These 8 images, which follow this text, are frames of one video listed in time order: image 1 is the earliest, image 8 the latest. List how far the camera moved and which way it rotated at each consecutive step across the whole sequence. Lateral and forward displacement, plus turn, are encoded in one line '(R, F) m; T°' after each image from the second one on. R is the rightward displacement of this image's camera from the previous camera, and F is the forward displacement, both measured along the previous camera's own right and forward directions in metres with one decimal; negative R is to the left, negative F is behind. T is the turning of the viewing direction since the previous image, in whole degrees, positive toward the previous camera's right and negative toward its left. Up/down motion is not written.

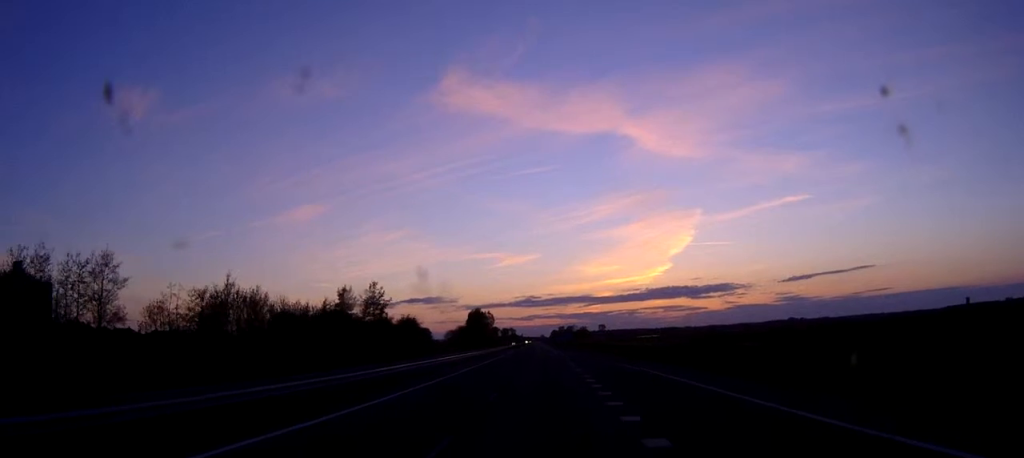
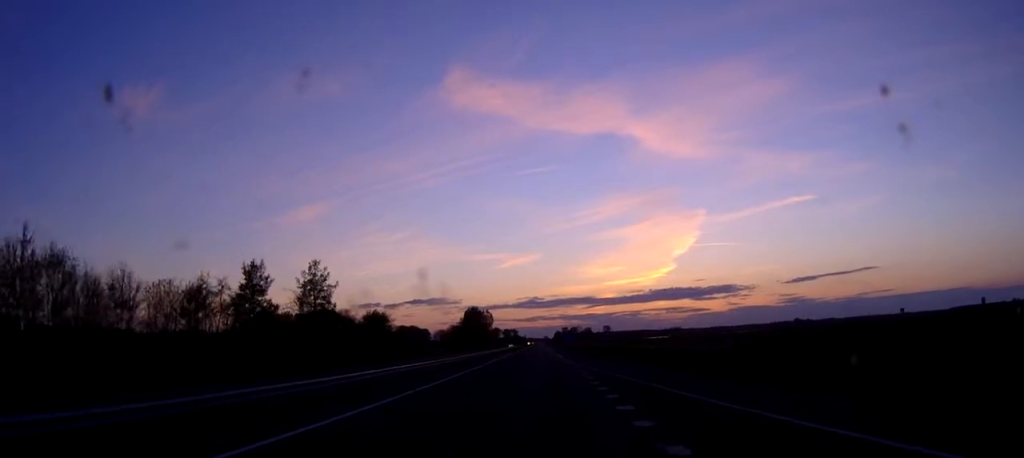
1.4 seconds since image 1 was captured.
(0.0, +35.6) m; 0°
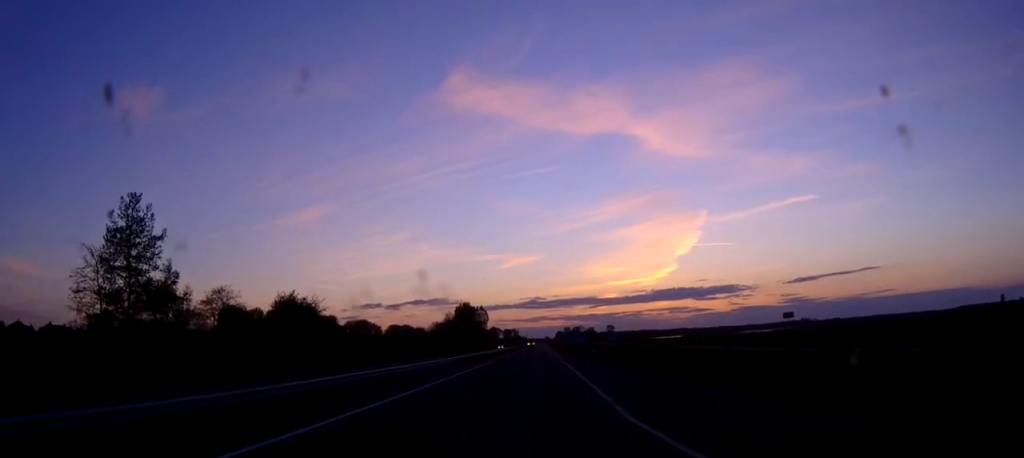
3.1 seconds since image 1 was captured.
(0.0, +46.3) m; 0°
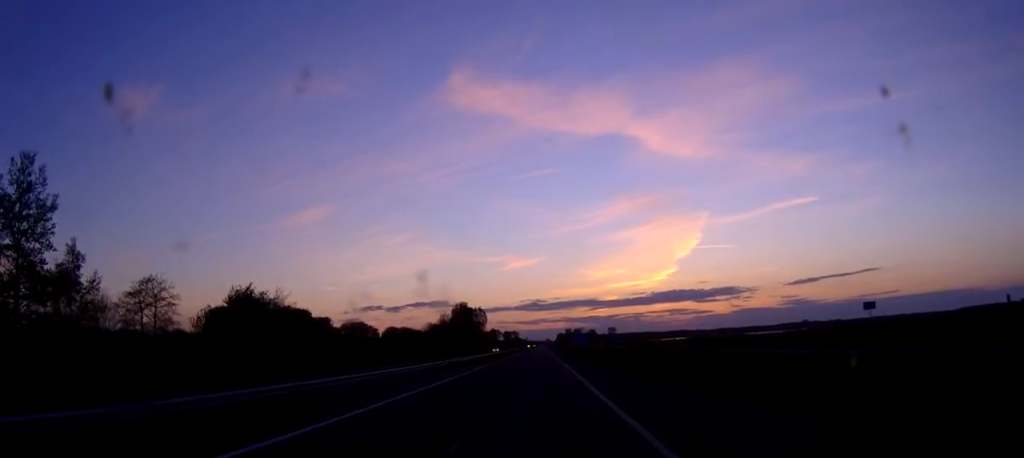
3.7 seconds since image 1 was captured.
(0.0, +14.0) m; 0°
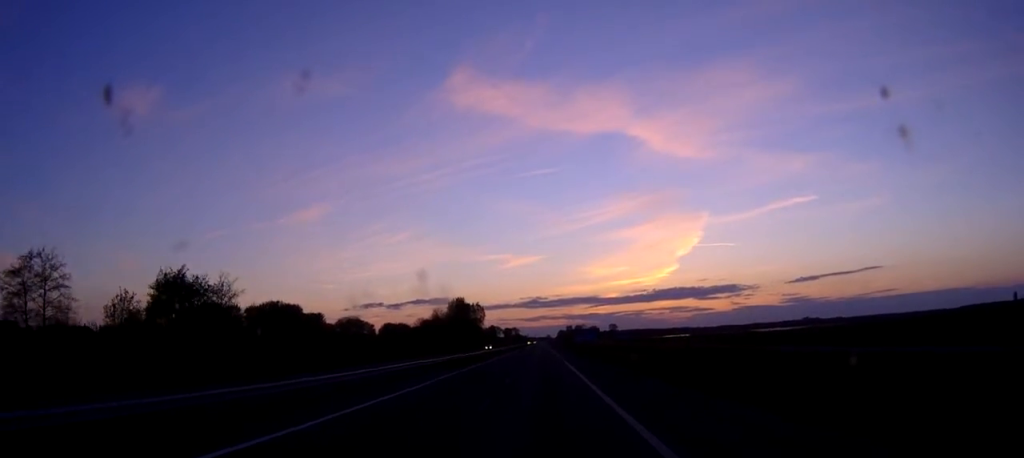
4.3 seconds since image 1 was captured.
(0.0, +15.8) m; 0°
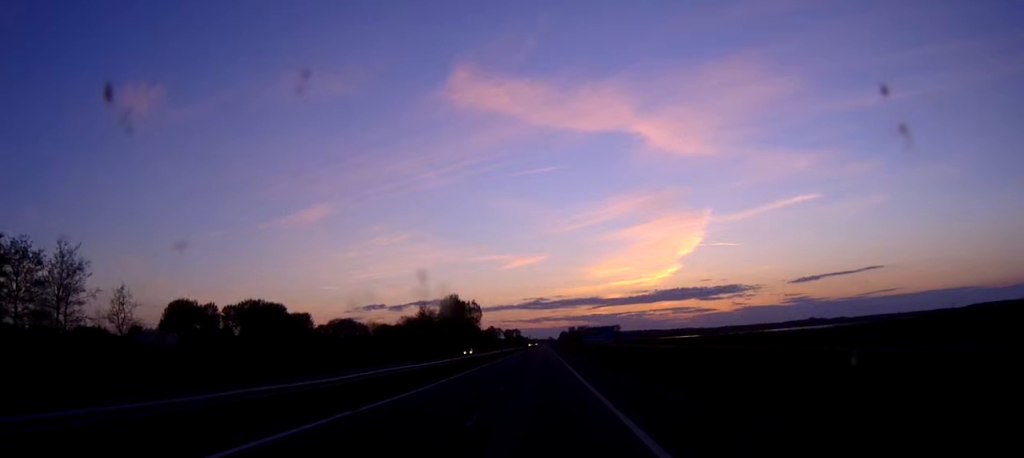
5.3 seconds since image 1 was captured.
(0.0, +27.1) m; 0°
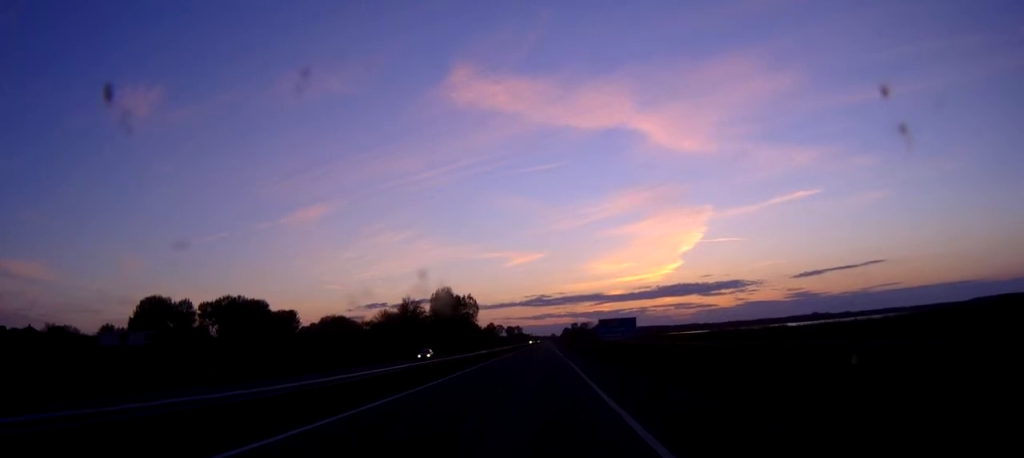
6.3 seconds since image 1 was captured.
(-0.2, +25.5) m; 0°
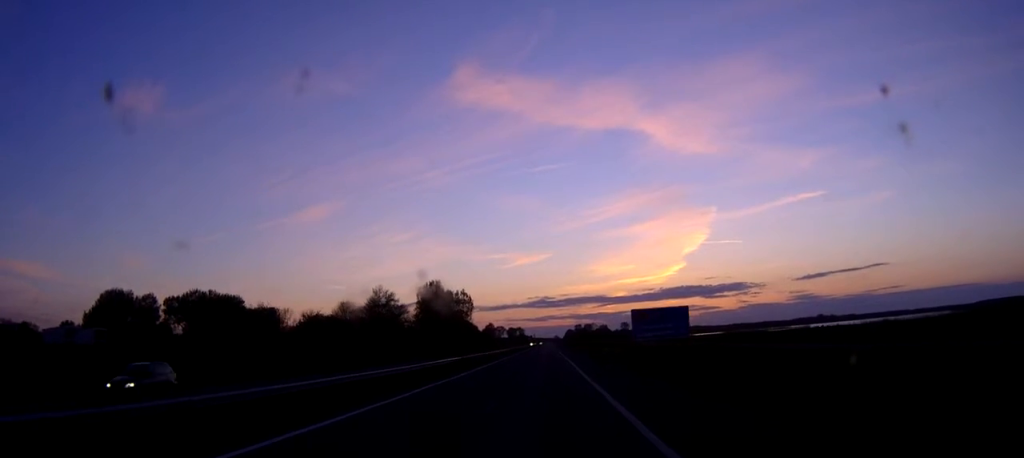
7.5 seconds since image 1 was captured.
(+0.1, +31.8) m; 0°
